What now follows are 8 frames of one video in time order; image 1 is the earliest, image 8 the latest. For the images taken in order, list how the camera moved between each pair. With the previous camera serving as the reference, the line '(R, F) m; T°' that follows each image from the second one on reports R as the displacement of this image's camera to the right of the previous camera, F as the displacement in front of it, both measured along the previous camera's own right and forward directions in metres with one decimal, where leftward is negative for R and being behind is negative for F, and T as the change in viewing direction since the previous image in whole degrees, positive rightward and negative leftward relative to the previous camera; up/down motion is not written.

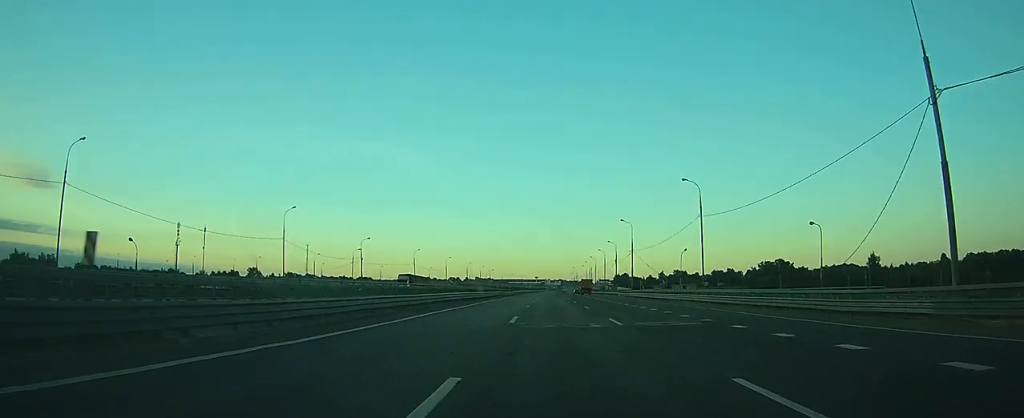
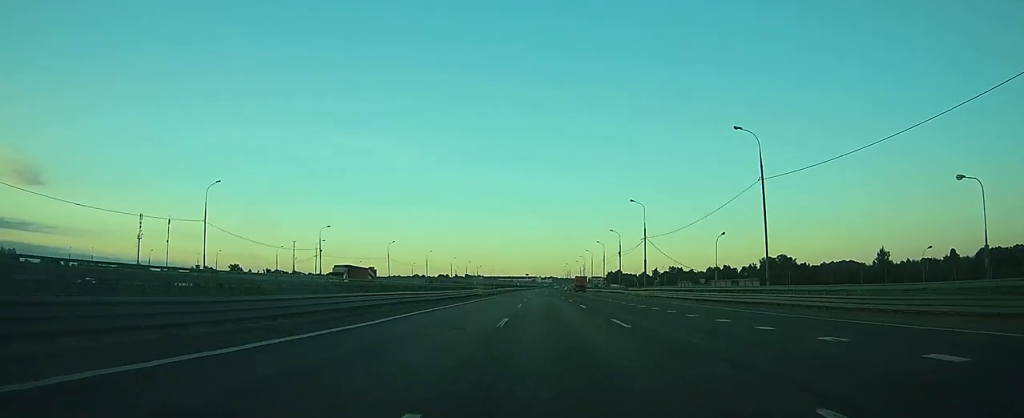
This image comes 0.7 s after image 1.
(0.0, +19.0) m; 0°
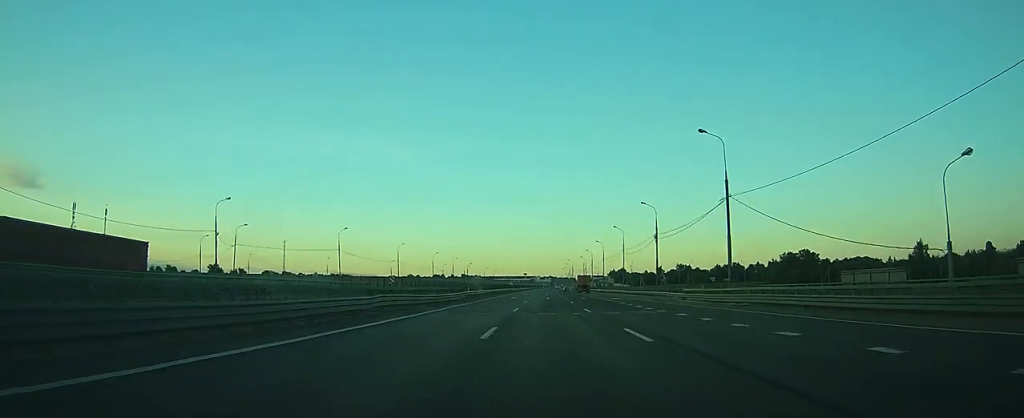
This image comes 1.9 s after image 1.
(+0.1, +35.2) m; 0°
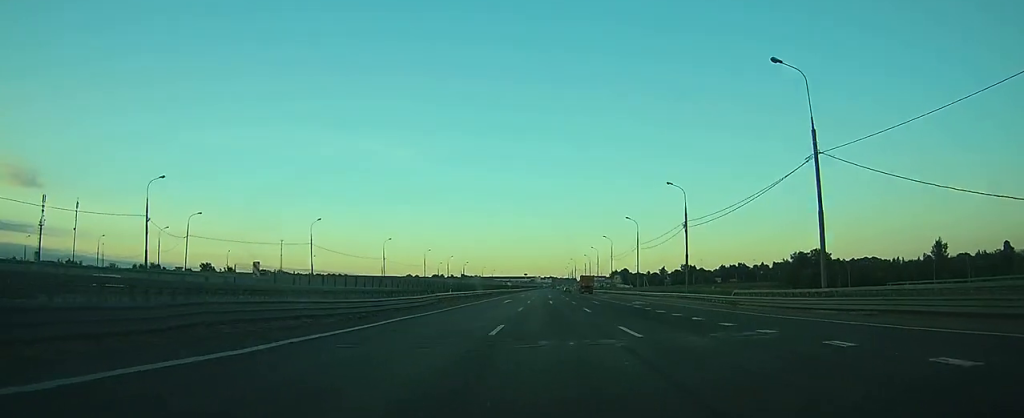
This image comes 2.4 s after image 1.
(0.0, +14.3) m; 0°
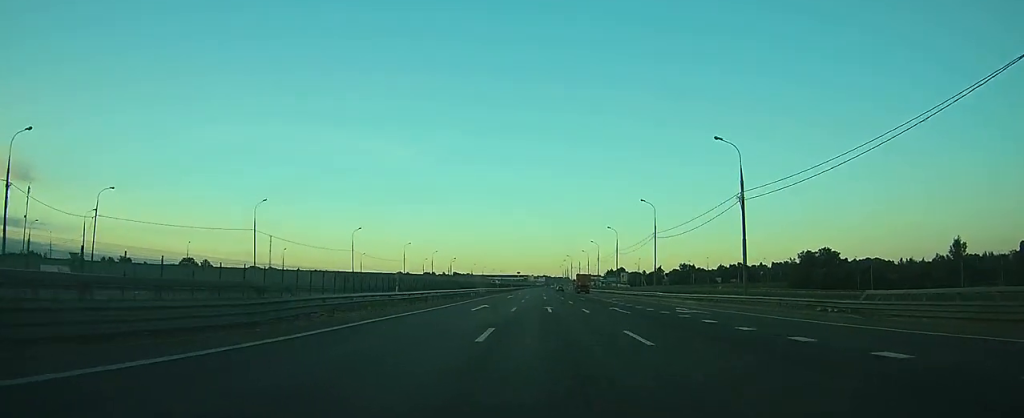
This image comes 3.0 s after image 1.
(0.0, +18.1) m; 0°
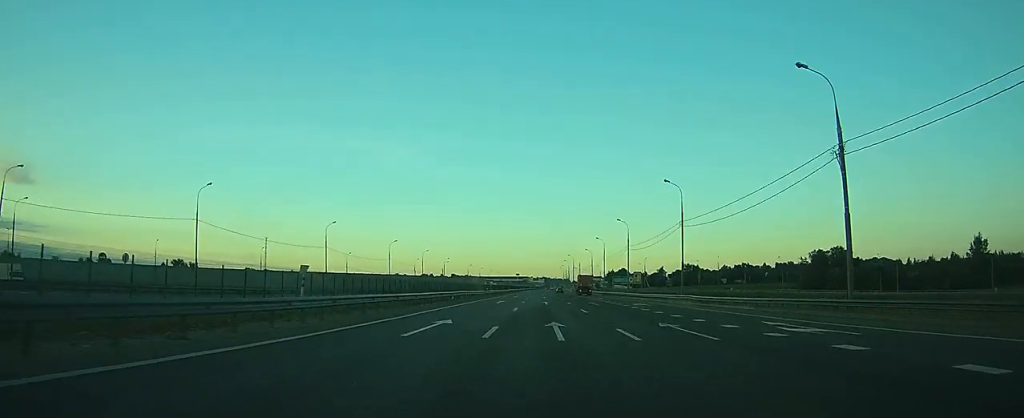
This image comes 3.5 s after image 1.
(0.0, +14.3) m; 0°
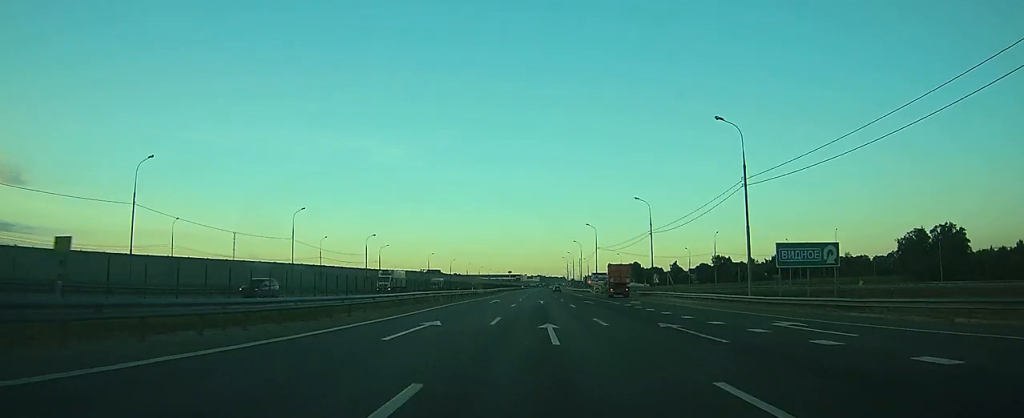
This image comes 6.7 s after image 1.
(+0.8, +90.4) m; +1°
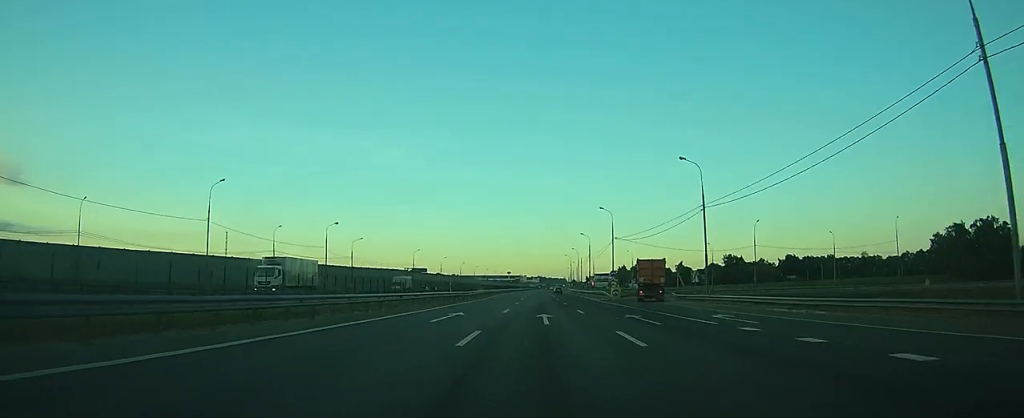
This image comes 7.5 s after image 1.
(0.0, +23.3) m; 0°
